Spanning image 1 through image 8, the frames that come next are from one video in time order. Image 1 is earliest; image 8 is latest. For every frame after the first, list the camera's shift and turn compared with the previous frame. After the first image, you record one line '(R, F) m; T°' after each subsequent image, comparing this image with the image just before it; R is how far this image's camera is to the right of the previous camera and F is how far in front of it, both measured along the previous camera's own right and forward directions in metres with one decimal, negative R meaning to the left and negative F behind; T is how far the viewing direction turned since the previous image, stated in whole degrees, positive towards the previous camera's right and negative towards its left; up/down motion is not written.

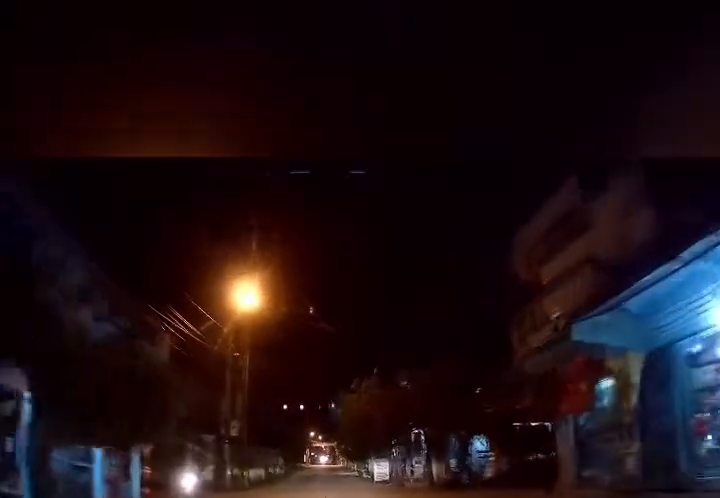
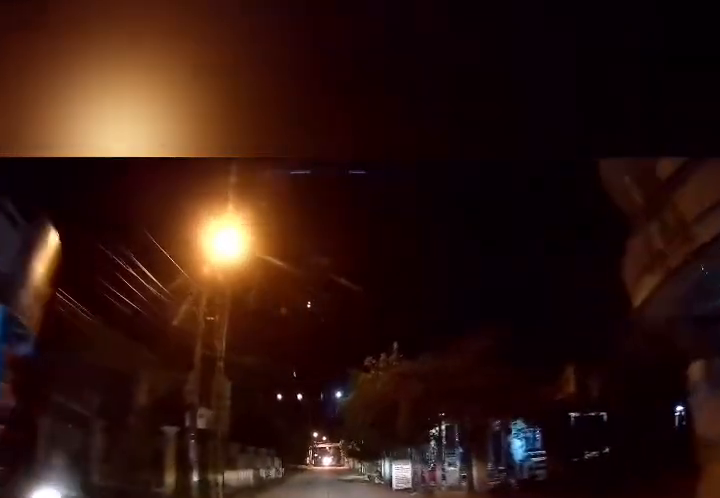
(0.0, +4.7) m; +1°
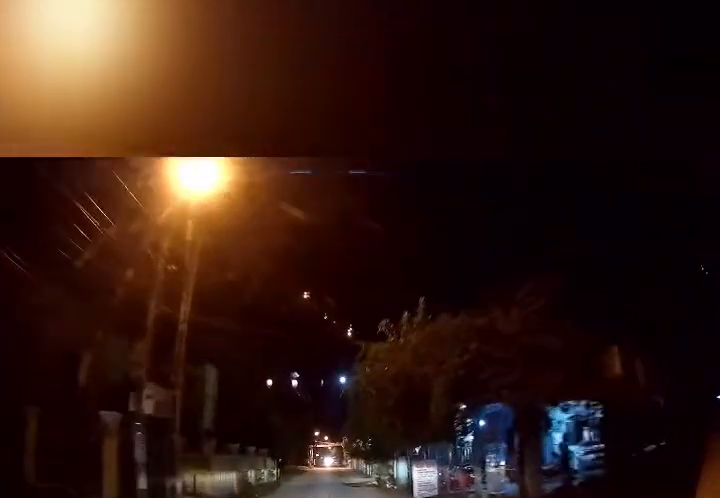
(0.0, +3.7) m; 0°
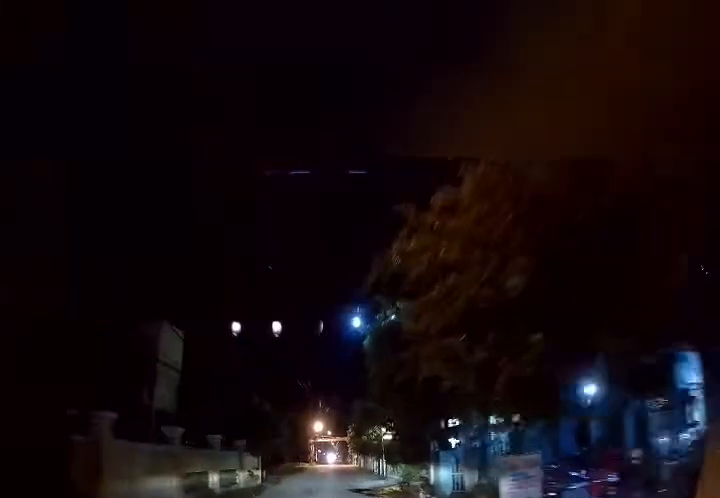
(0.0, +6.1) m; -1°
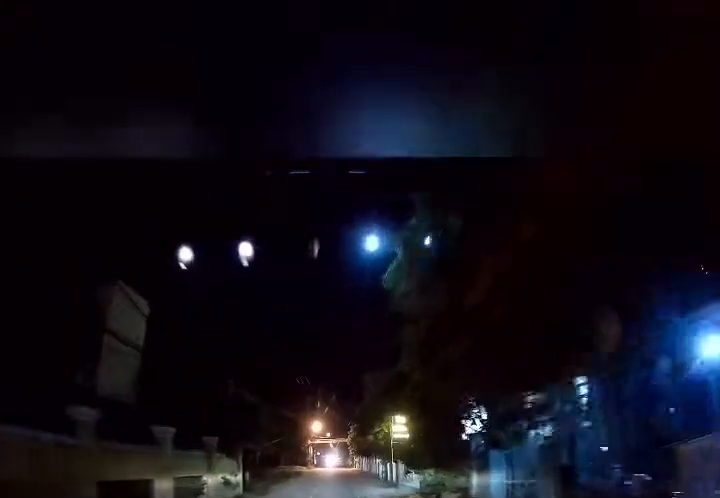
(0.0, +3.8) m; -1°
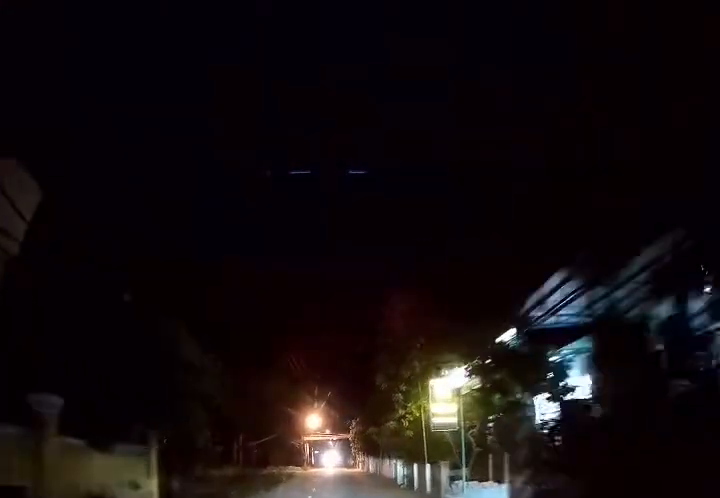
(0.0, +7.4) m; +1°
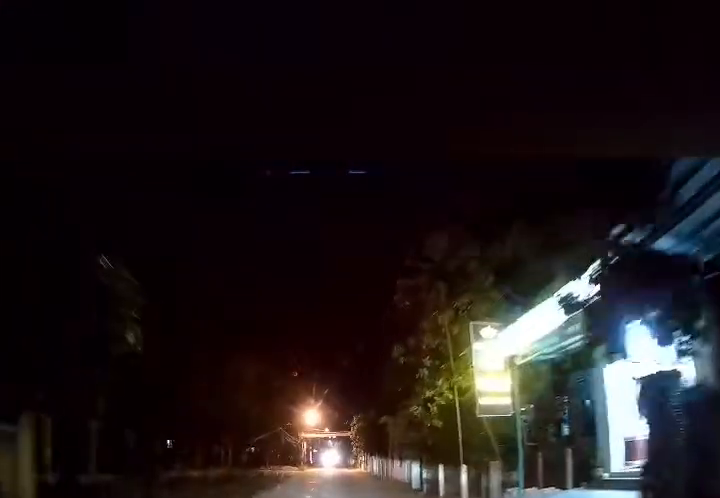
(0.0, +3.7) m; +1°
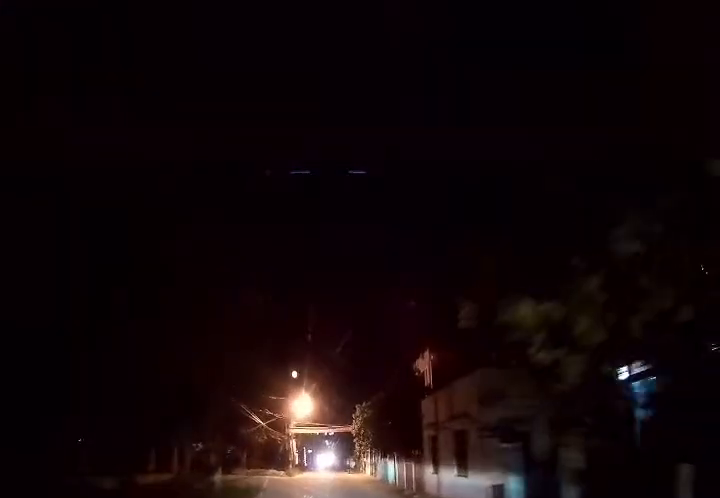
(+0.2, +8.9) m; +1°
